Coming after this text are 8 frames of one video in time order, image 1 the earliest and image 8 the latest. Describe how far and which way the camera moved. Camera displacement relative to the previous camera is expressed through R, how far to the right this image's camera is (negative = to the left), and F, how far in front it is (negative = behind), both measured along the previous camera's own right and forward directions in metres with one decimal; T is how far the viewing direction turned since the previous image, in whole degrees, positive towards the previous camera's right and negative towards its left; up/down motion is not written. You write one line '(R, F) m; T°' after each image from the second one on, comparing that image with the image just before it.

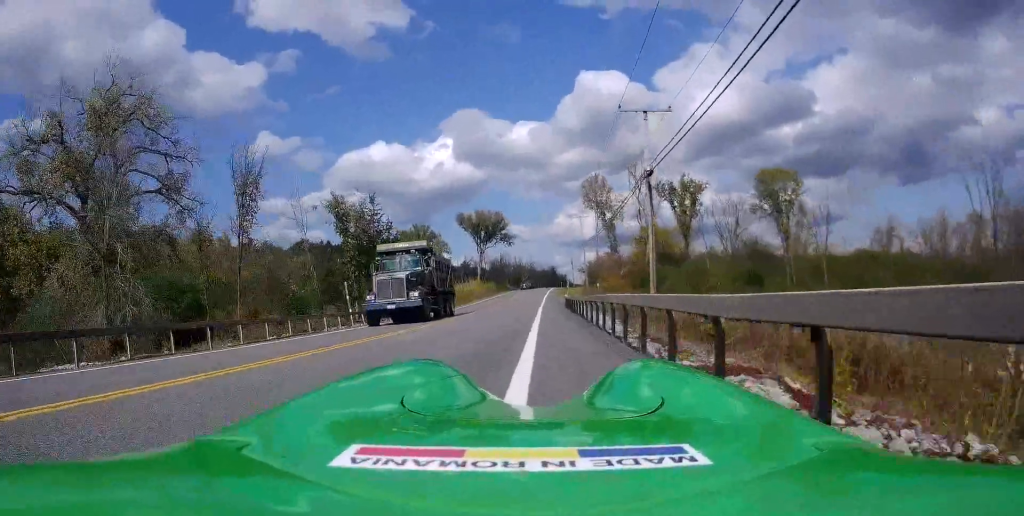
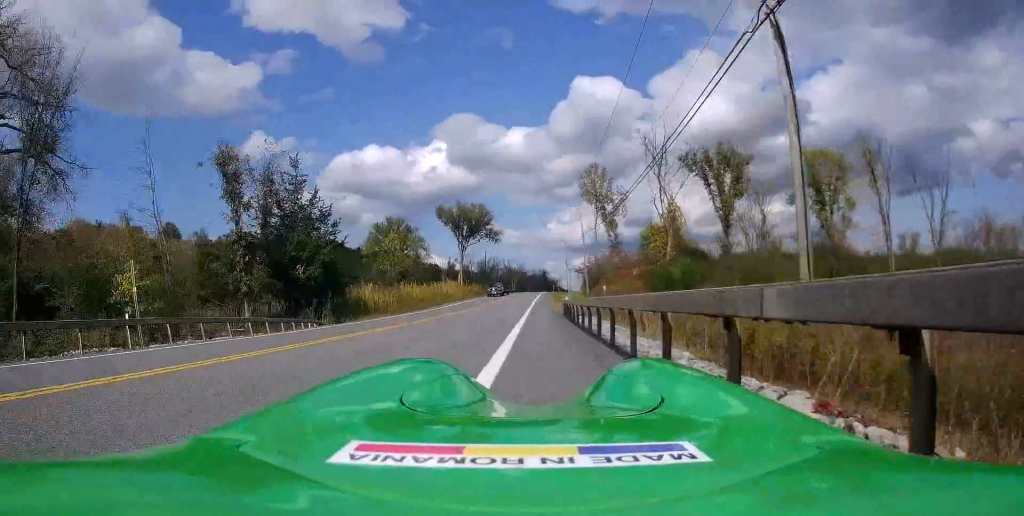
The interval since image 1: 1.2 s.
(0.0, +15.7) m; 0°
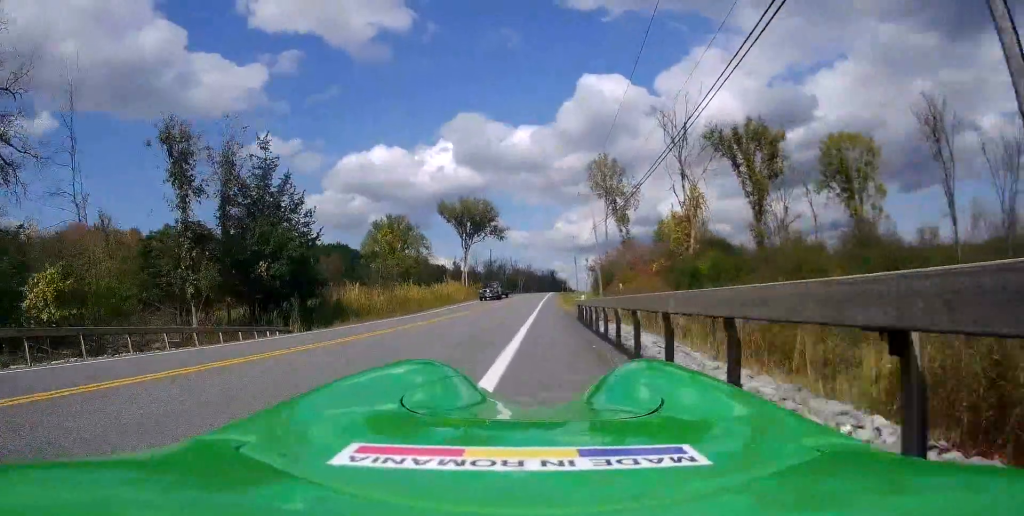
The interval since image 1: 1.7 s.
(0.0, +5.9) m; 0°
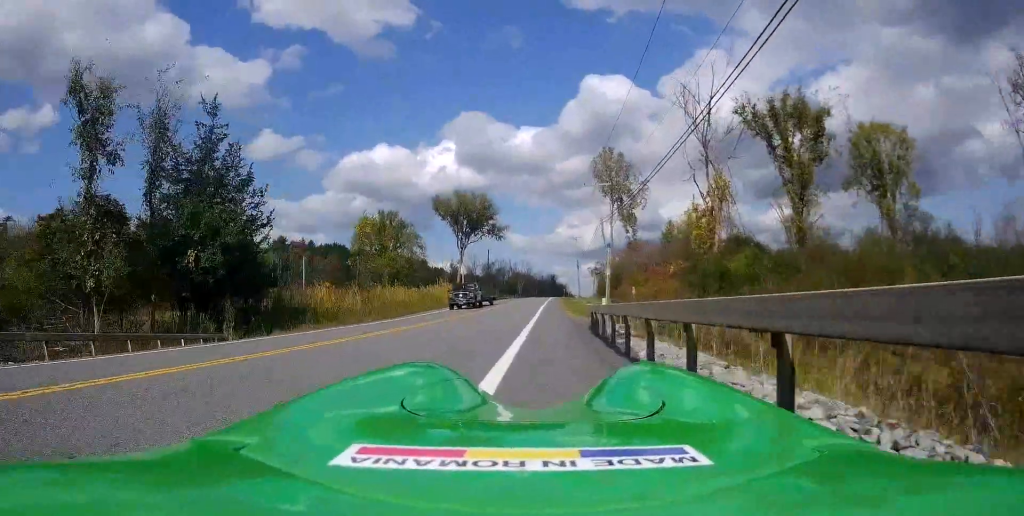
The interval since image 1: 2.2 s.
(0.0, +6.4) m; 0°
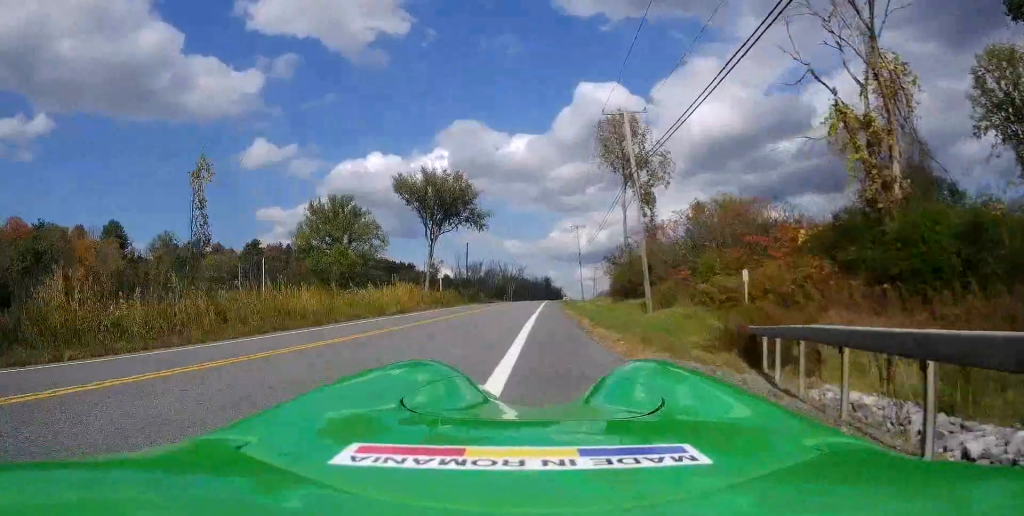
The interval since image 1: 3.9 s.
(0.0, +22.0) m; 0°
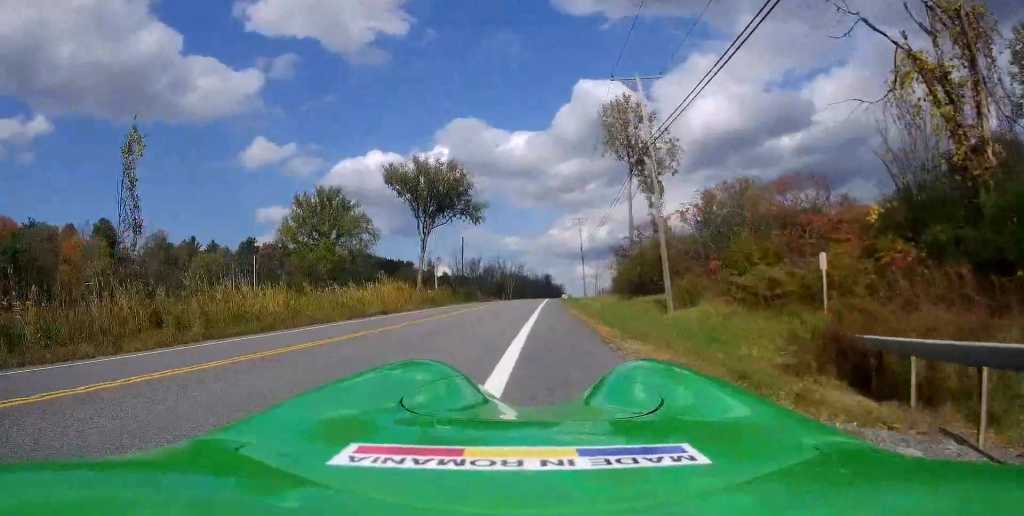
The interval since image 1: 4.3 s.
(0.0, +5.1) m; 0°
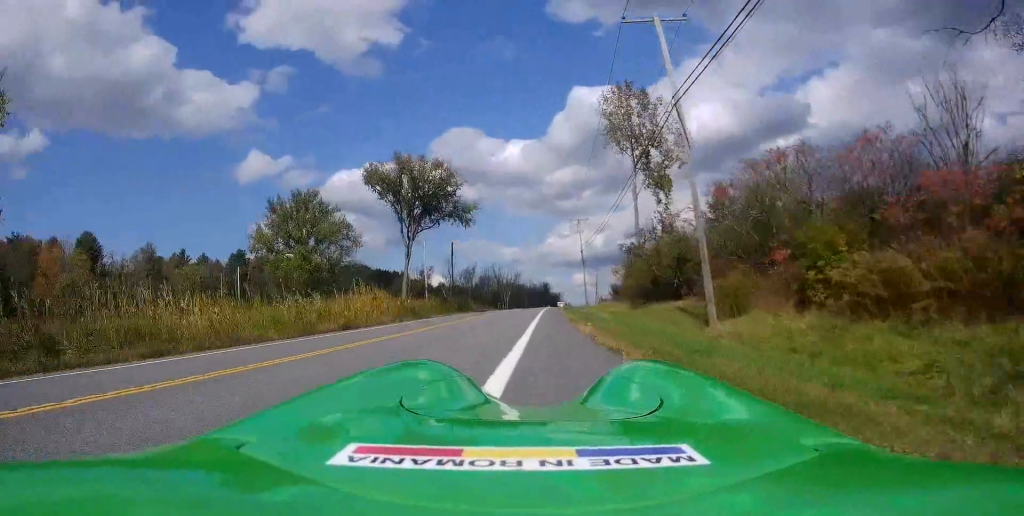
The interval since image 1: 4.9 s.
(0.0, +6.6) m; 0°
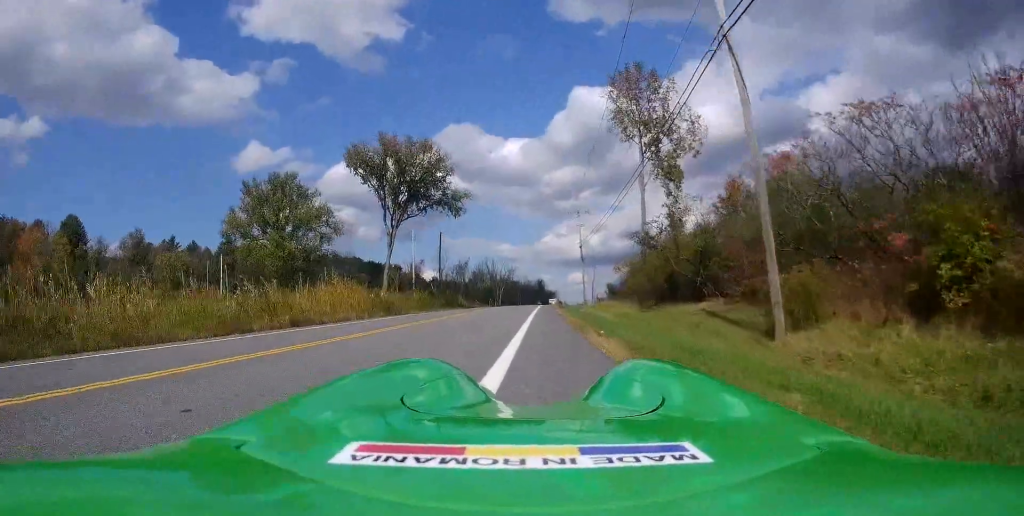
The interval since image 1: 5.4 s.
(0.0, +6.1) m; 0°
